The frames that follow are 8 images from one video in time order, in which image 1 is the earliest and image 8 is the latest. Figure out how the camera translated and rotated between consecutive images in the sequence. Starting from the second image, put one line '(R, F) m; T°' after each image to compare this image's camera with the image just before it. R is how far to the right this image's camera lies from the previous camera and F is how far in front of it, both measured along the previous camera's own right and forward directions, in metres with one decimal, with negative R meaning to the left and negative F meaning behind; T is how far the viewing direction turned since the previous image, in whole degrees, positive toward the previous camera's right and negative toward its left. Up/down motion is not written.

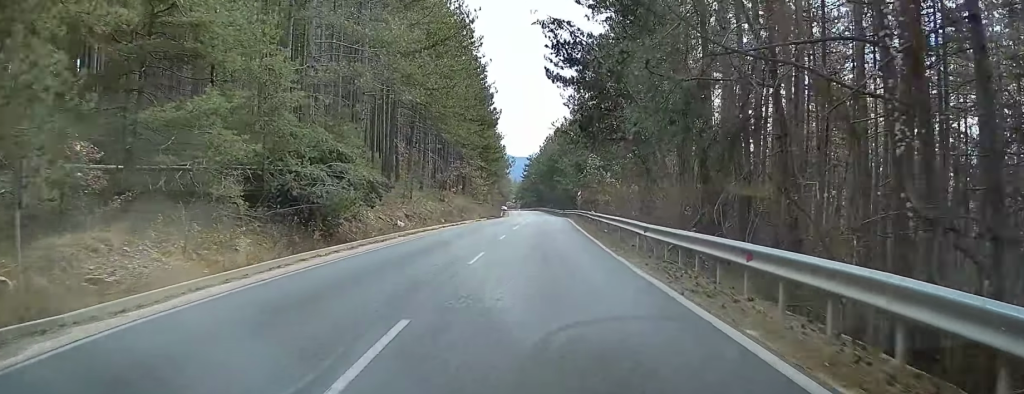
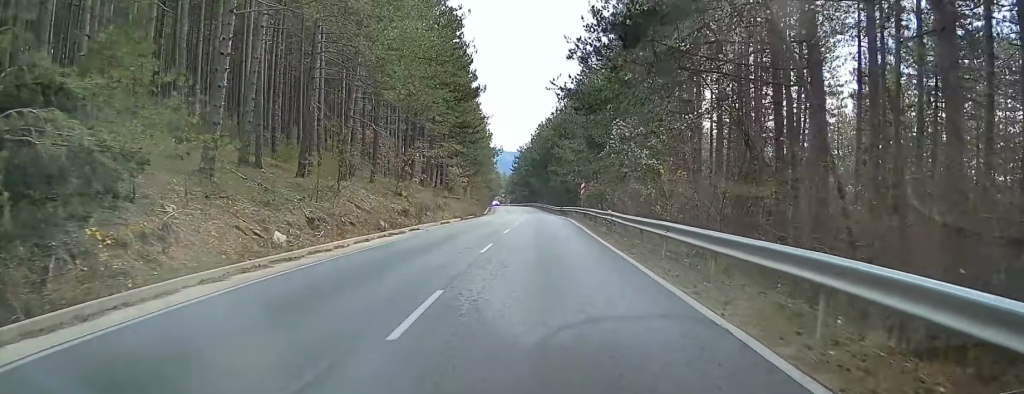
(-0.1, +16.4) m; 0°
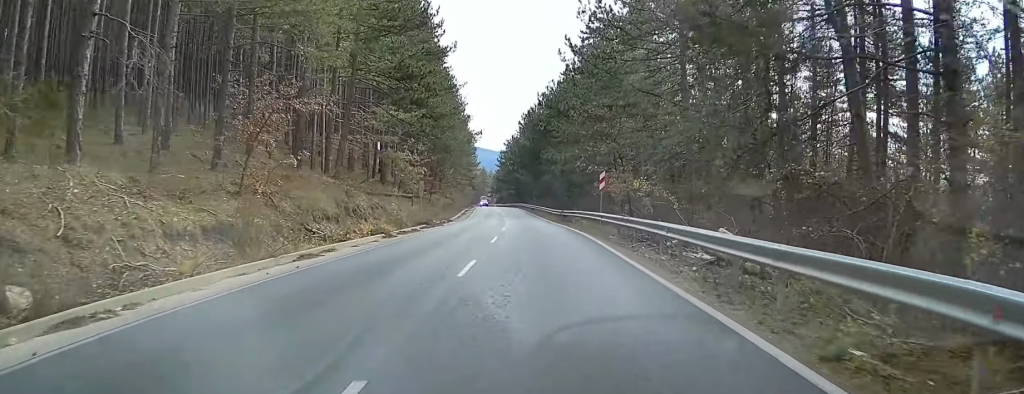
(+0.1, +22.0) m; +1°
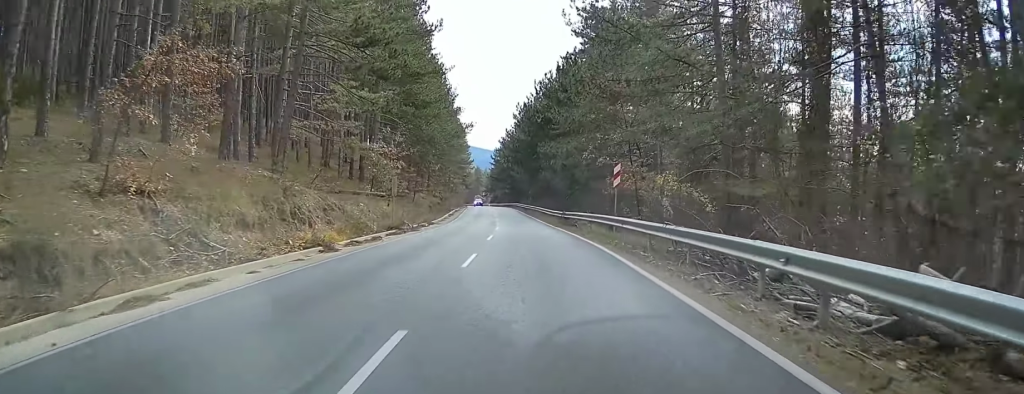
(0.0, +7.5) m; 0°
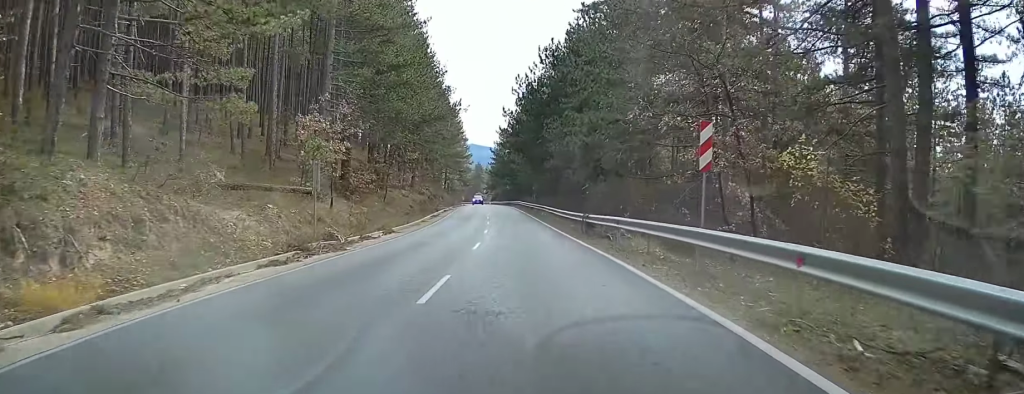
(0.0, +13.6) m; +1°
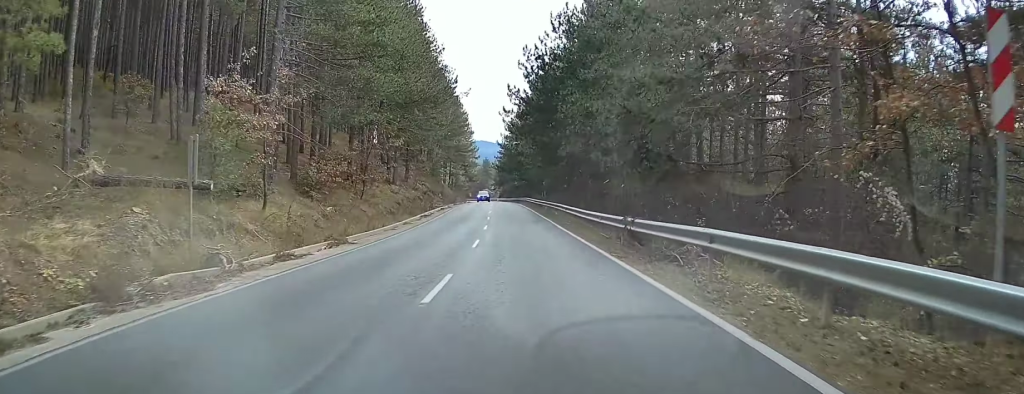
(0.0, +9.0) m; +1°
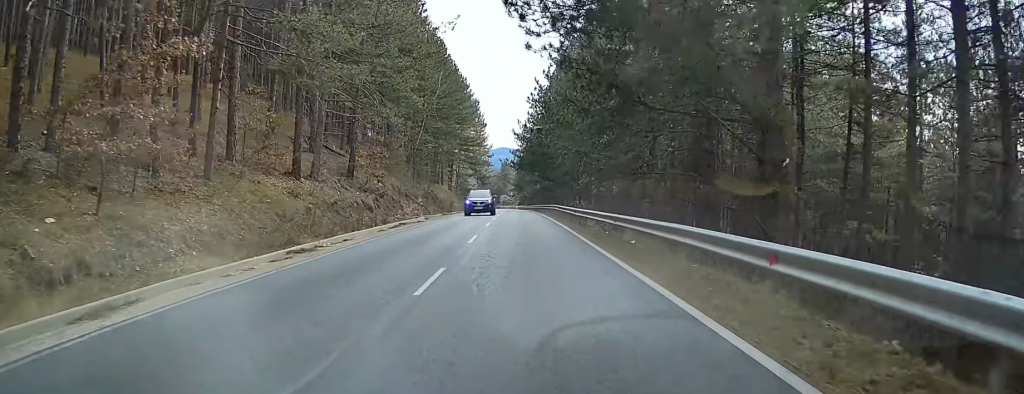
(-0.2, +27.1) m; -2°
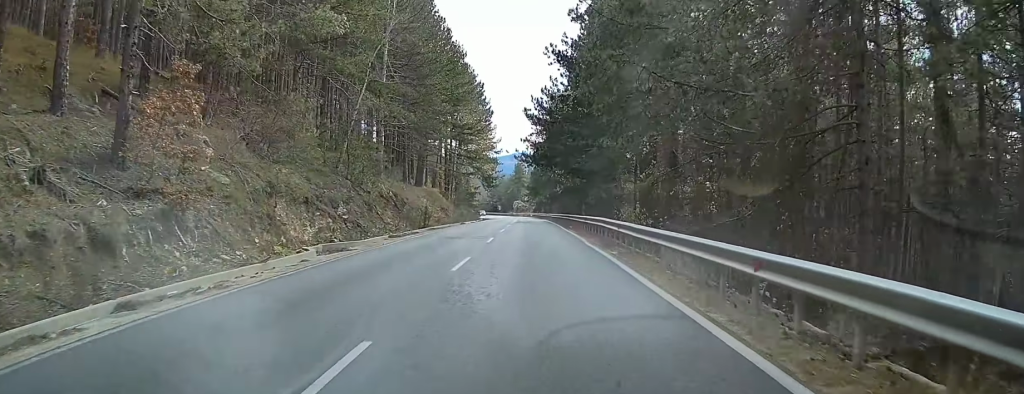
(-0.3, +23.8) m; -2°
